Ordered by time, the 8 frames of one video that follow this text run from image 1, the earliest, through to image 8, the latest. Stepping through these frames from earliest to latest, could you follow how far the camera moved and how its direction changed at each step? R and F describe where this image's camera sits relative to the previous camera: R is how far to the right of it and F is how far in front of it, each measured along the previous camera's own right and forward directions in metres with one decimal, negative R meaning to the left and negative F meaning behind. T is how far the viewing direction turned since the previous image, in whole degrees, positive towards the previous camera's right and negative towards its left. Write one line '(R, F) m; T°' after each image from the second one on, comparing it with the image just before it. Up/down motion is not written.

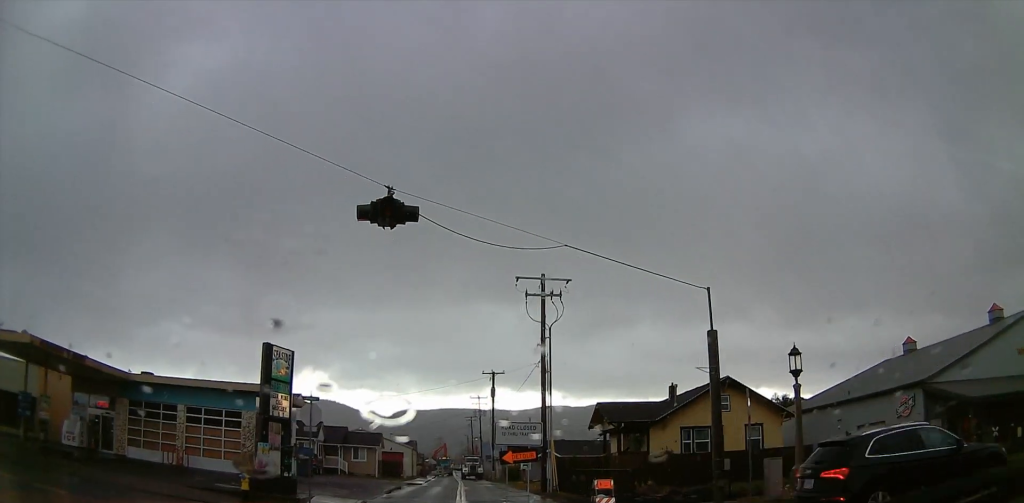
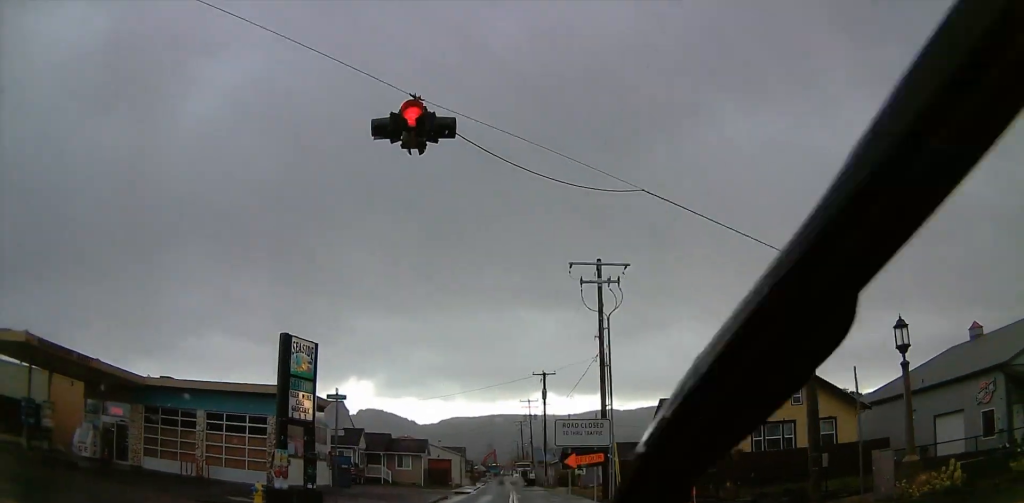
(0.0, +3.7) m; -3°
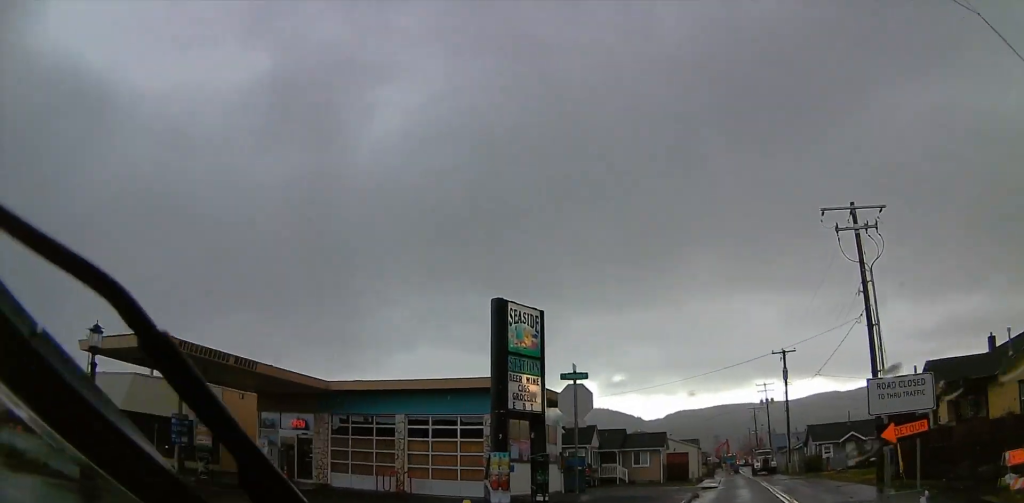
(-0.5, +4.2) m; -21°
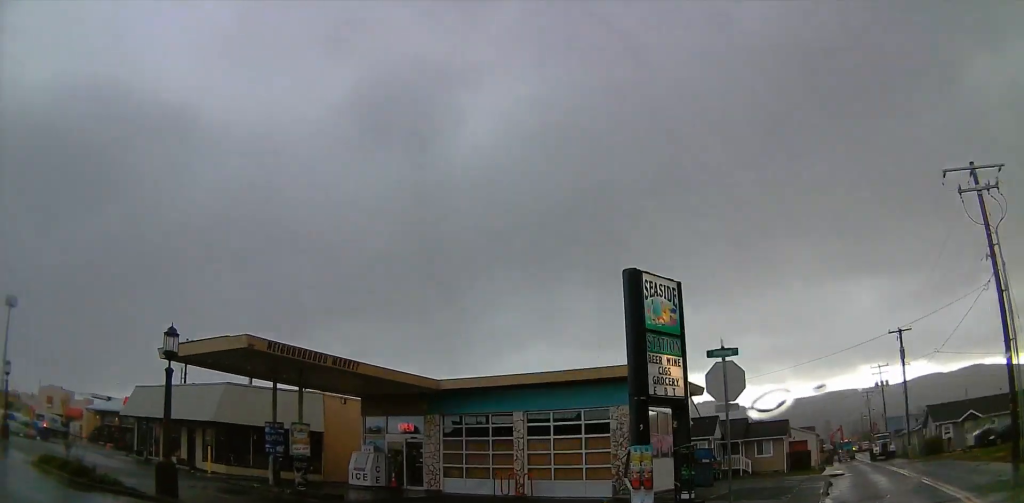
(-0.2, +1.3) m; -9°
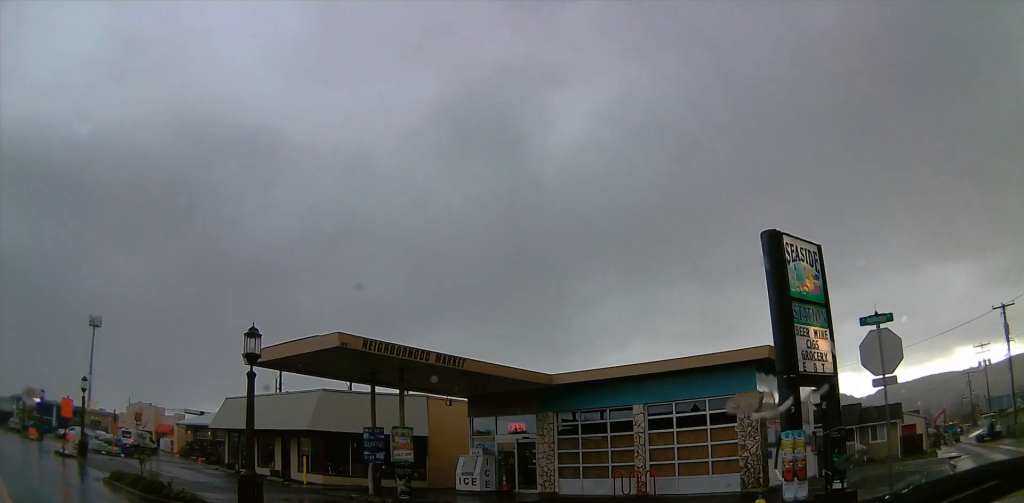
(-0.1, +1.1) m; -7°
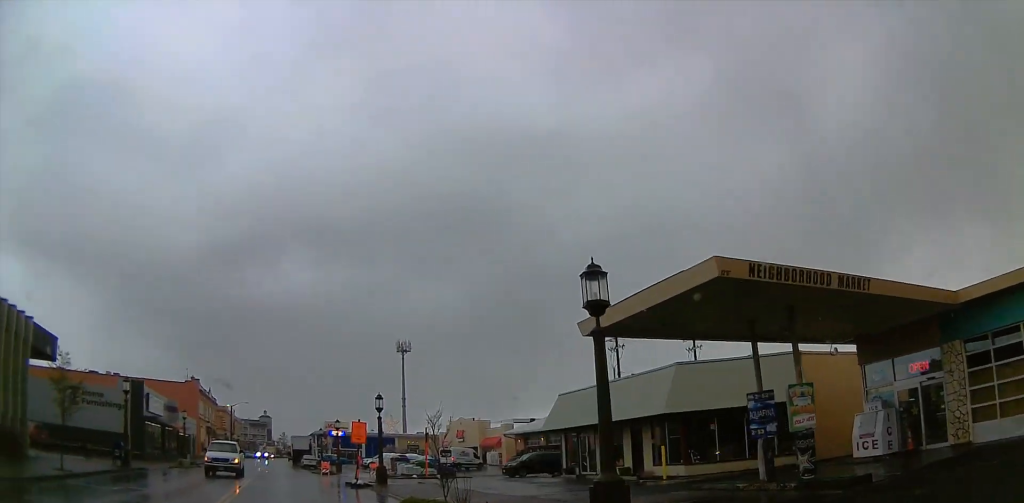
(-0.5, +3.8) m; -18°
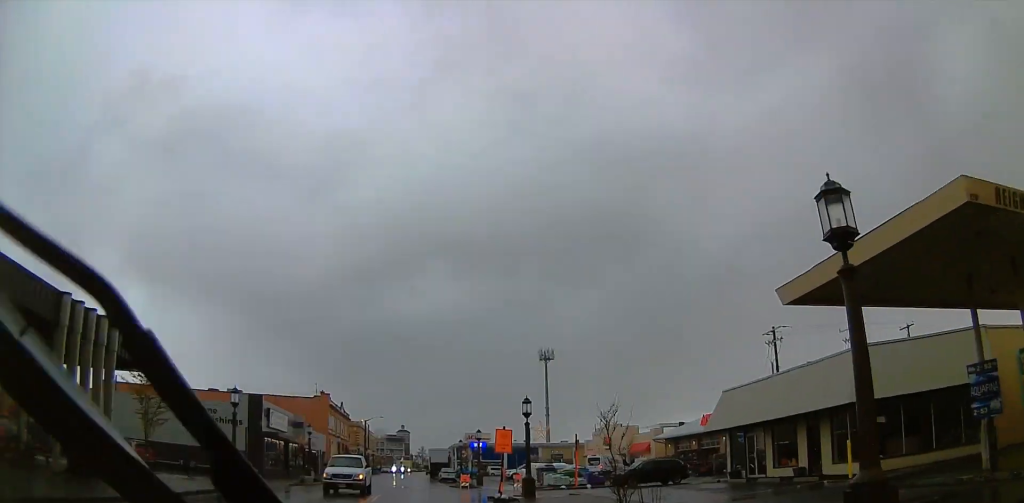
(-0.3, +2.8) m; -9°
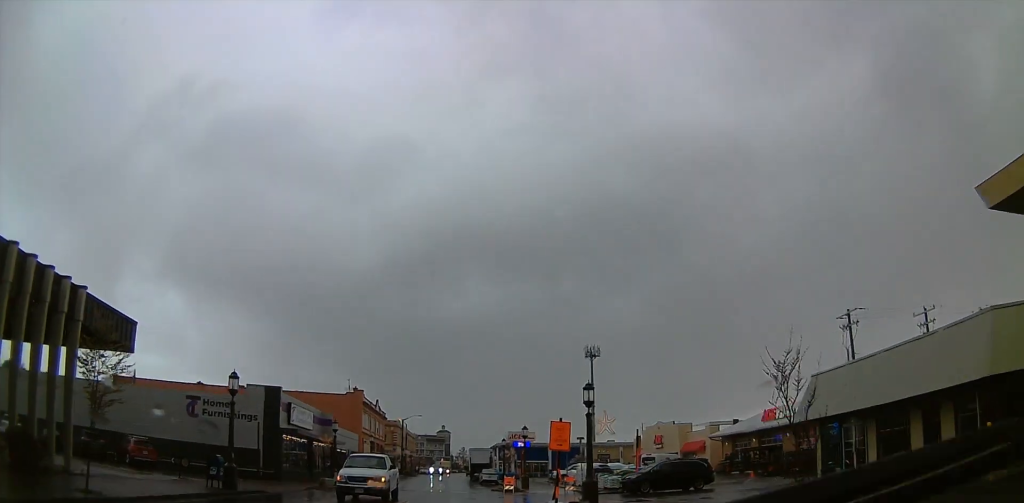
(-0.5, +4.7) m; -11°
